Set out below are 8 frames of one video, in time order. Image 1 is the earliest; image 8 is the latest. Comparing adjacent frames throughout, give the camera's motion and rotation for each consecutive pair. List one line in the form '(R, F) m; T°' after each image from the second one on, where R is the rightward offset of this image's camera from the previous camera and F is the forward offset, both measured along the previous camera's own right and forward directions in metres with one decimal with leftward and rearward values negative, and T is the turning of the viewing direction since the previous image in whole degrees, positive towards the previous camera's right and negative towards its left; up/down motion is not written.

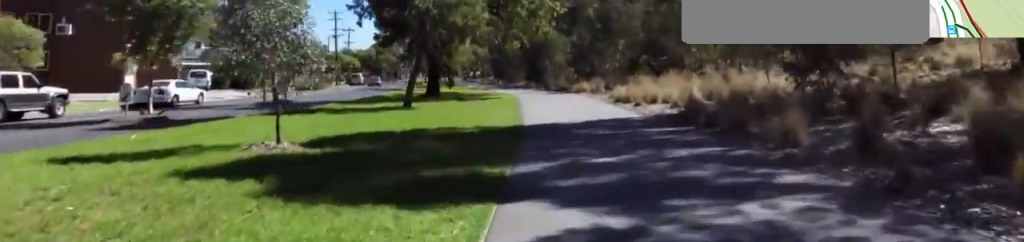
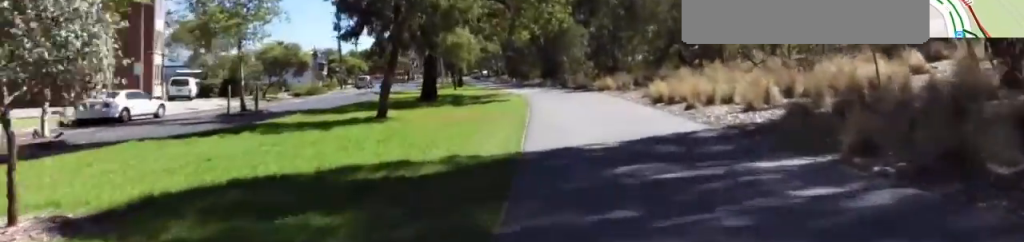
(+0.2, +5.1) m; +5°
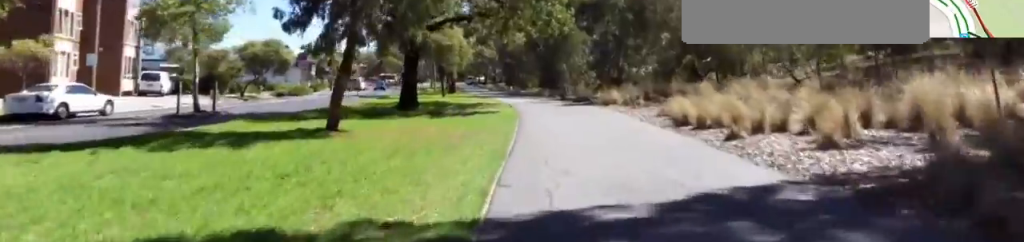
(+0.2, +3.5) m; 0°
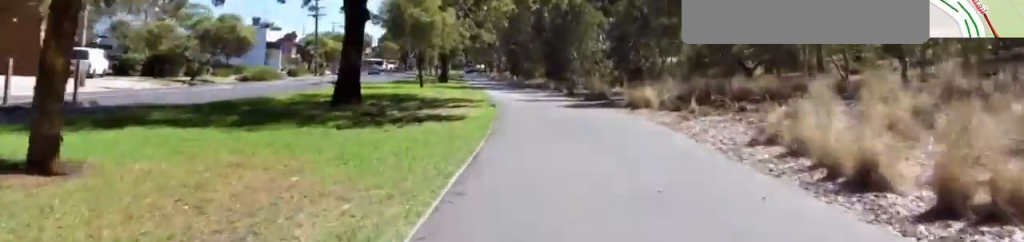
(-0.1, +7.5) m; -6°
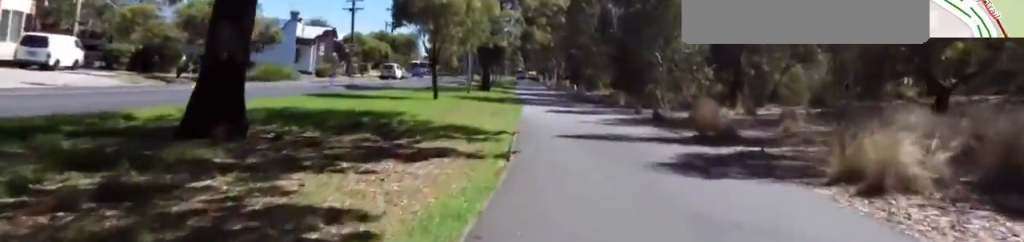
(-0.8, +8.8) m; -4°
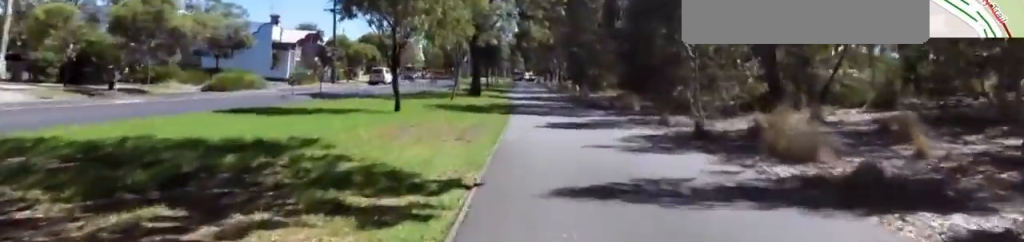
(+0.2, +4.6) m; 0°
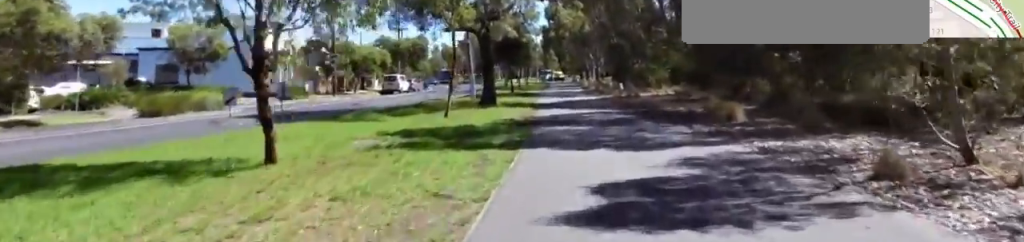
(-0.1, +8.1) m; 0°
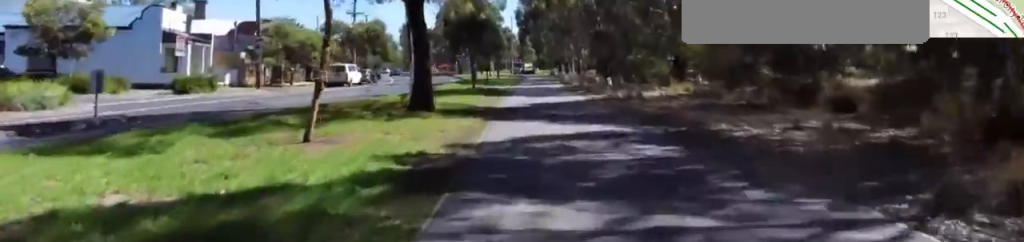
(+0.3, +8.3) m; 0°
